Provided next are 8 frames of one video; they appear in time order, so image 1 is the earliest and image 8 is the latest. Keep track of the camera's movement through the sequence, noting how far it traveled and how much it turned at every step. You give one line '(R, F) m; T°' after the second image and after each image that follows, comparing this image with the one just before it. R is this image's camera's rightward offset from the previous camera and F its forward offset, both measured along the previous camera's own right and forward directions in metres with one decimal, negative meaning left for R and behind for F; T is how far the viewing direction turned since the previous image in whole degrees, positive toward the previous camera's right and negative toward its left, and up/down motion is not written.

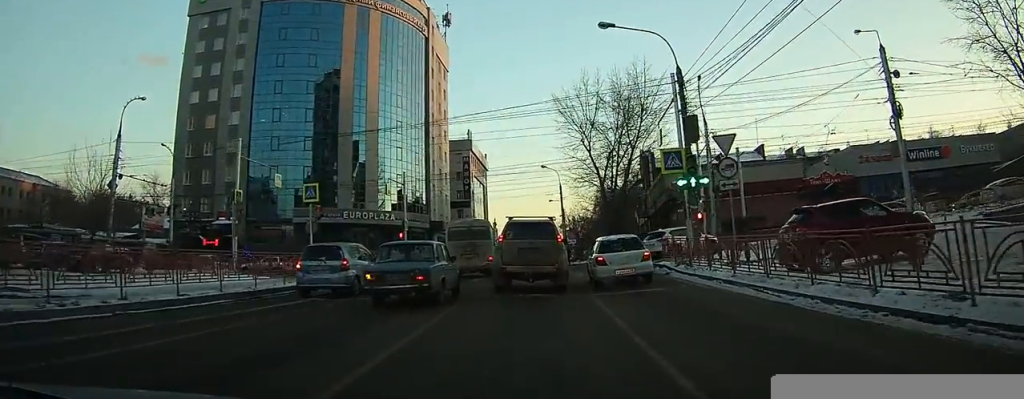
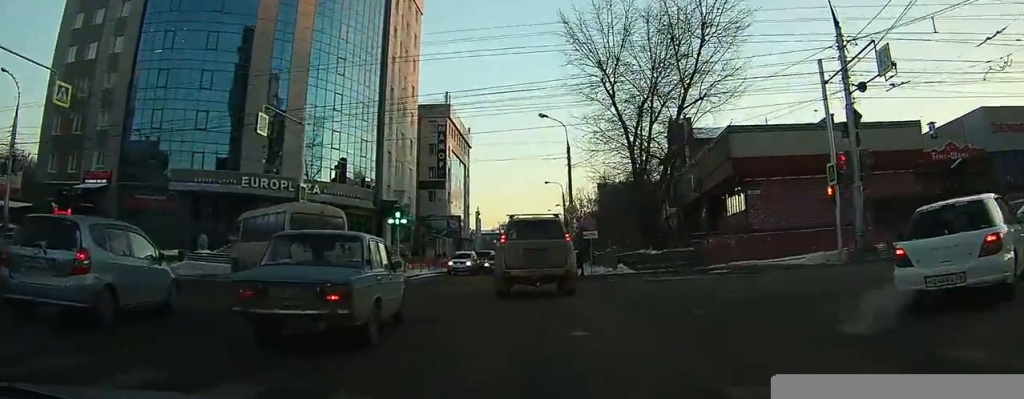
(-0.4, +22.8) m; -2°
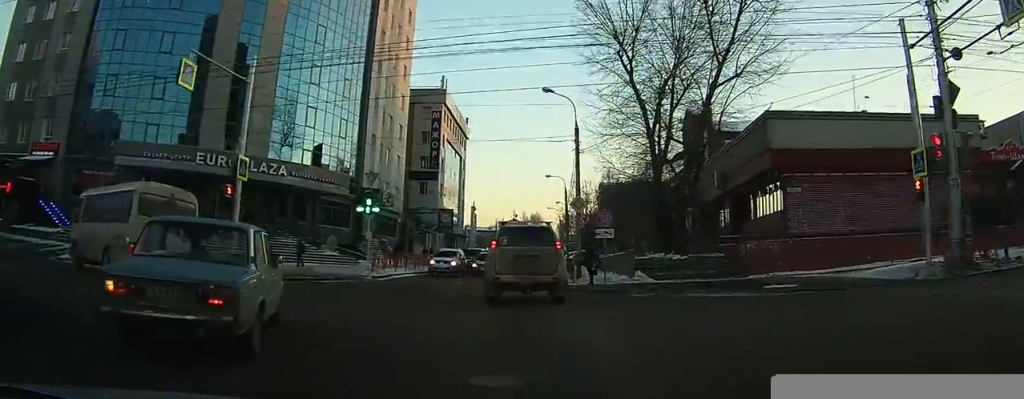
(-0.1, +7.1) m; 0°
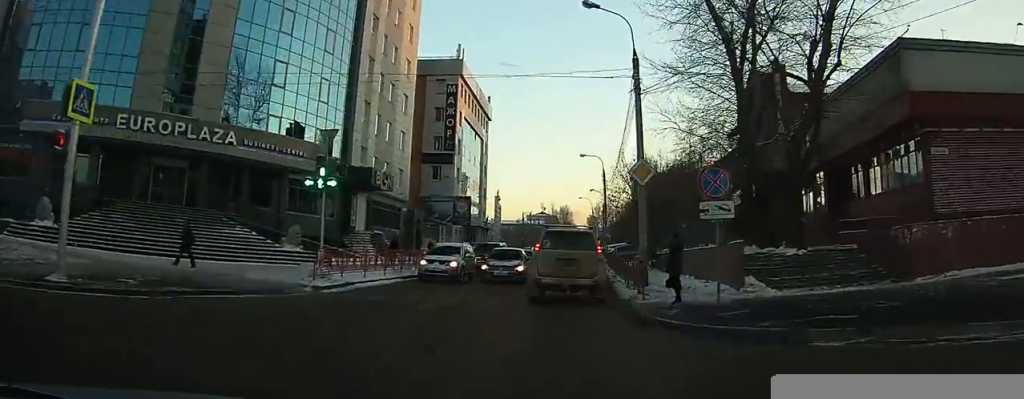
(0.0, +10.4) m; 0°
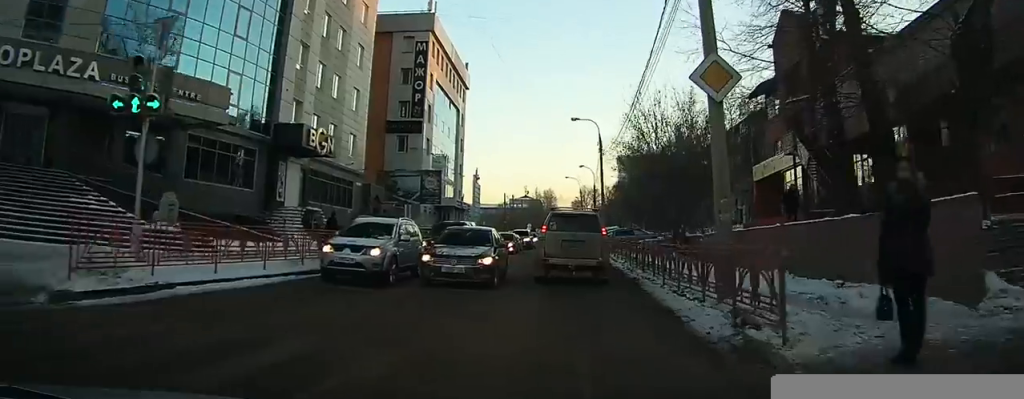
(+0.1, +8.1) m; +1°
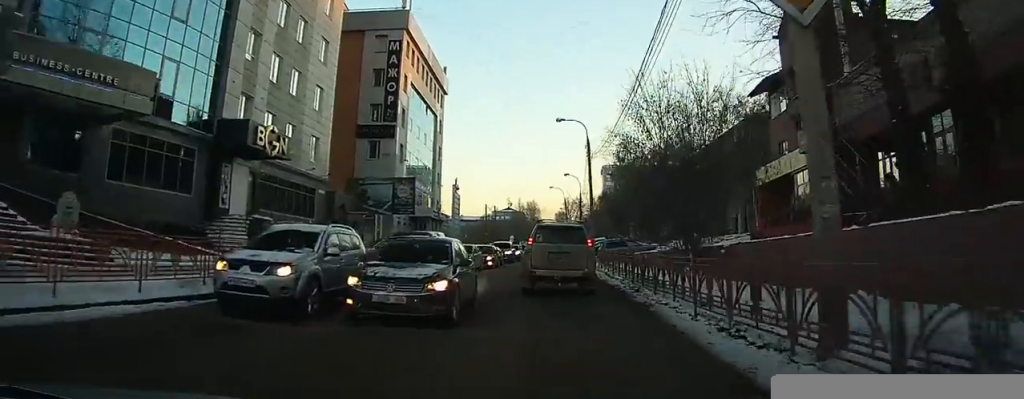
(0.0, +3.7) m; +1°
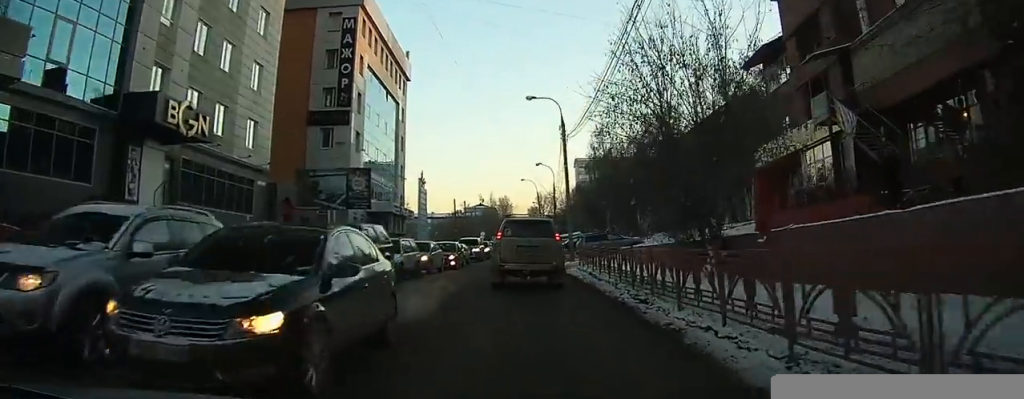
(0.0, +4.6) m; +1°
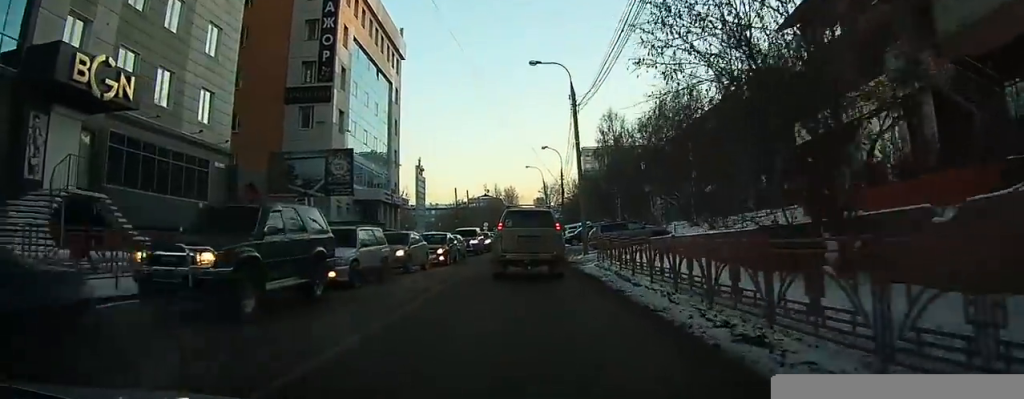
(+0.1, +5.4) m; +1°
